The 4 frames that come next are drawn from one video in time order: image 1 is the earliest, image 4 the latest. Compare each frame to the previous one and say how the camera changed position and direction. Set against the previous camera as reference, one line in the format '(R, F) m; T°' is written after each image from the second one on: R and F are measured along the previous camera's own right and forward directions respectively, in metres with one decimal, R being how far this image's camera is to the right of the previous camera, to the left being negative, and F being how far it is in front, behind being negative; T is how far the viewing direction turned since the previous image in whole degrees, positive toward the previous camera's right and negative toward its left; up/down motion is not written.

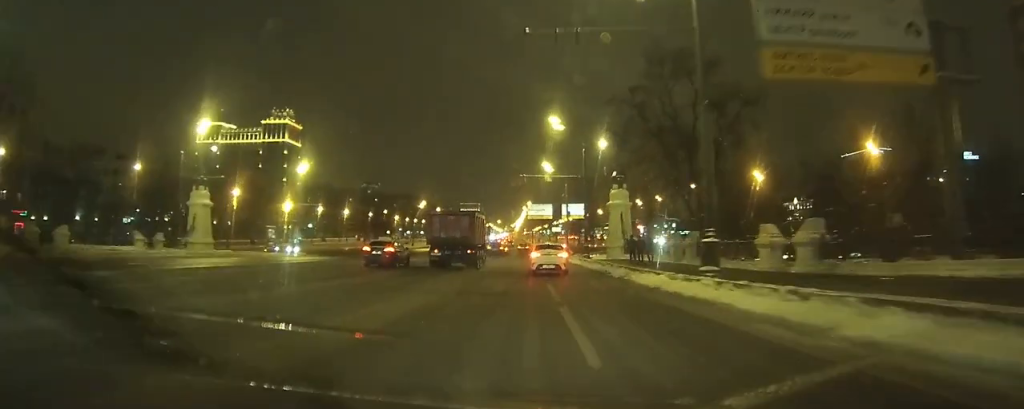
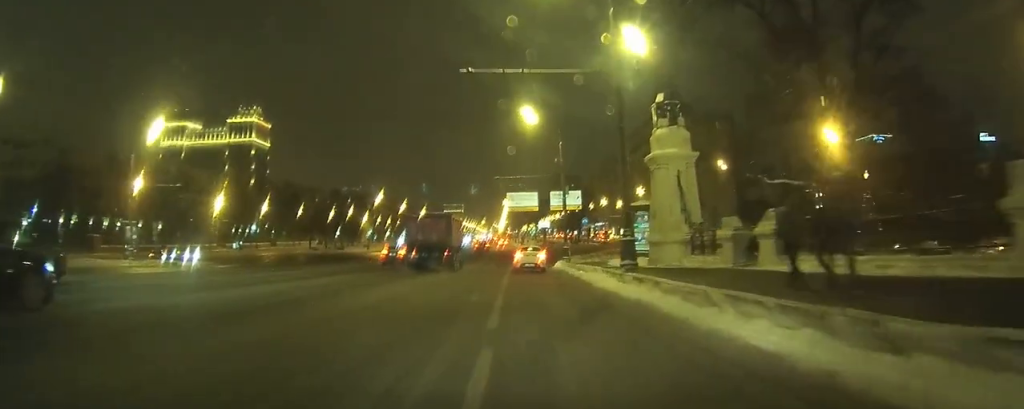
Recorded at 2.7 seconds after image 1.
(+0.5, +28.3) m; +2°
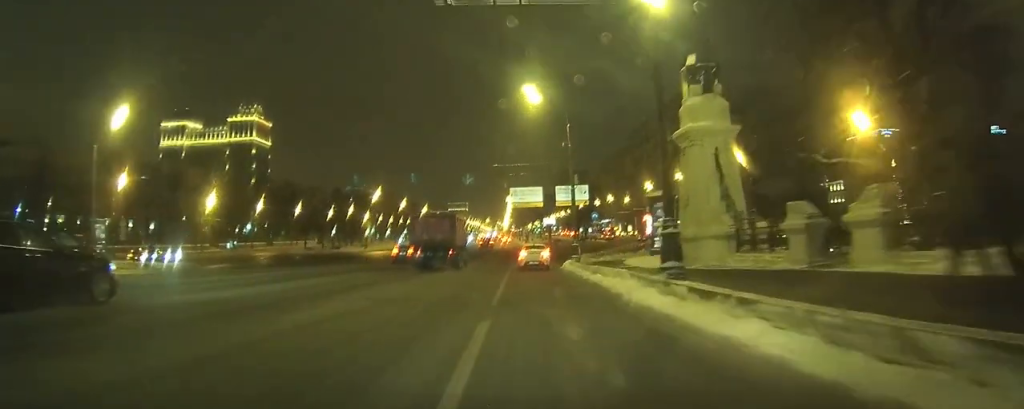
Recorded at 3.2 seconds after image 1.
(0.0, +5.5) m; 0°
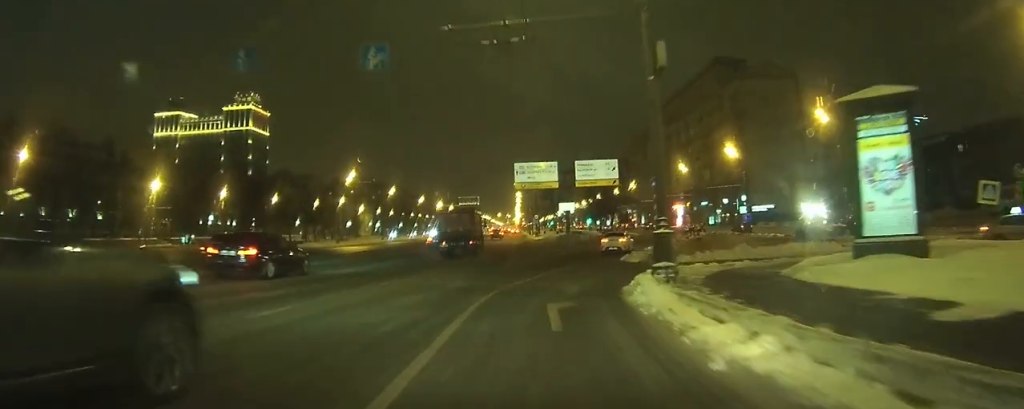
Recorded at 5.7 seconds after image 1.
(-0.3, +22.4) m; -1°
